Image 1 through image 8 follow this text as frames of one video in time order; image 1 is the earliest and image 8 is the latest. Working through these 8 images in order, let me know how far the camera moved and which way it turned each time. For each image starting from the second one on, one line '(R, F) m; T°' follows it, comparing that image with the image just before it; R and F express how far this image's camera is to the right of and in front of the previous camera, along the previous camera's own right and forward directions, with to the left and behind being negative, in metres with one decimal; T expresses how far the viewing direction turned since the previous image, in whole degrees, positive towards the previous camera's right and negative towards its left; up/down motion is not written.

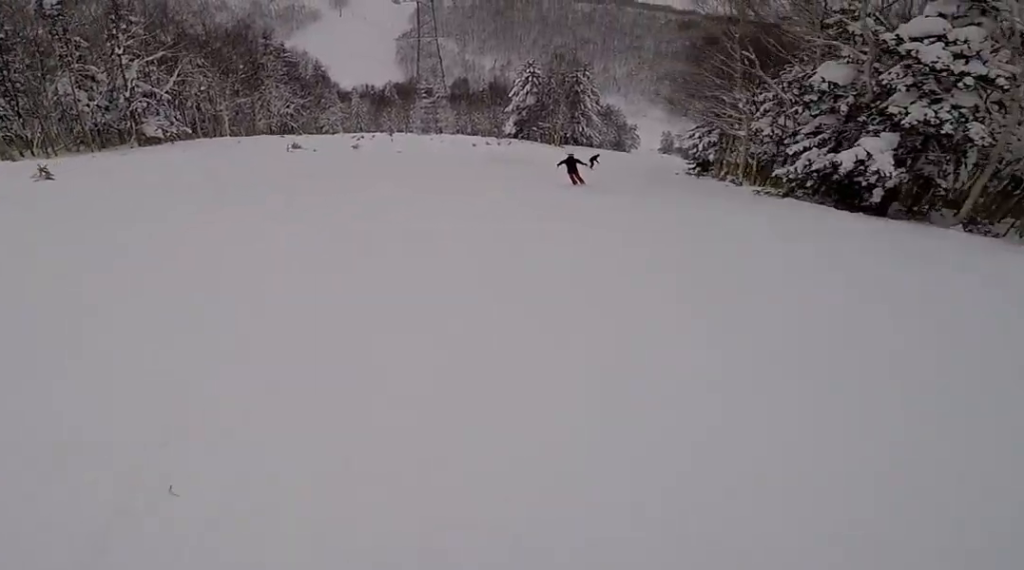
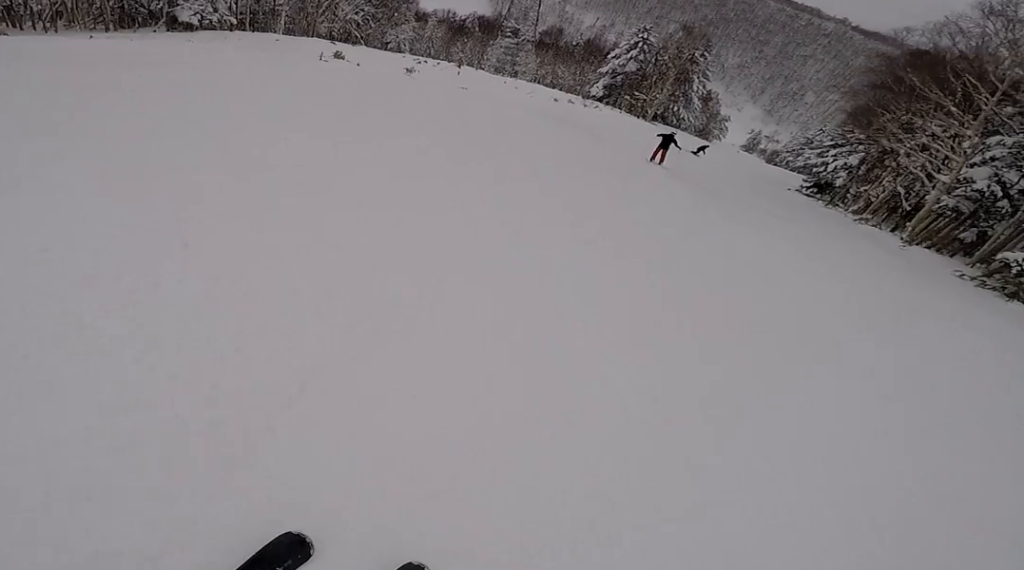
(+0.3, +5.9) m; +4°
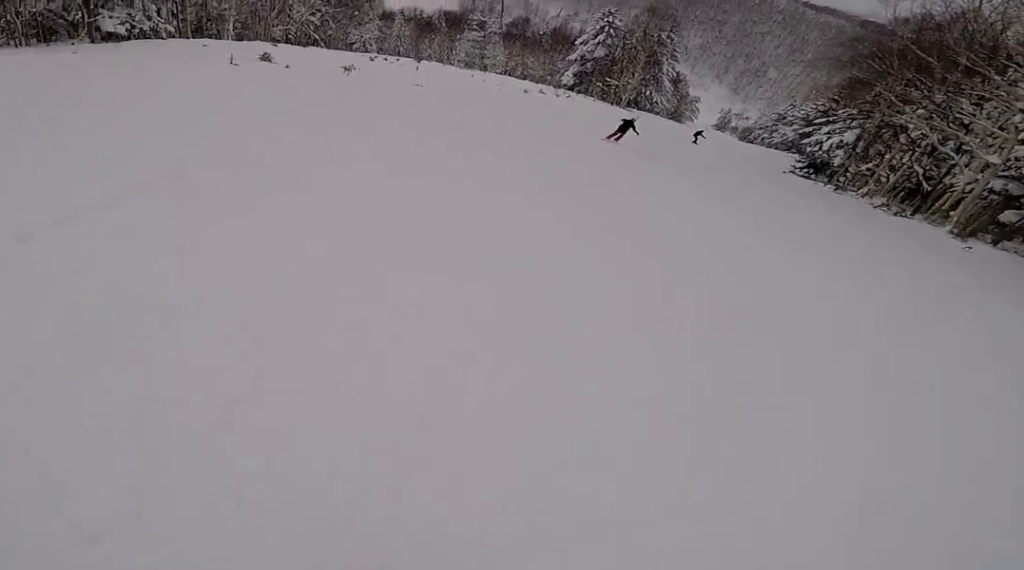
(+0.3, +3.9) m; +3°
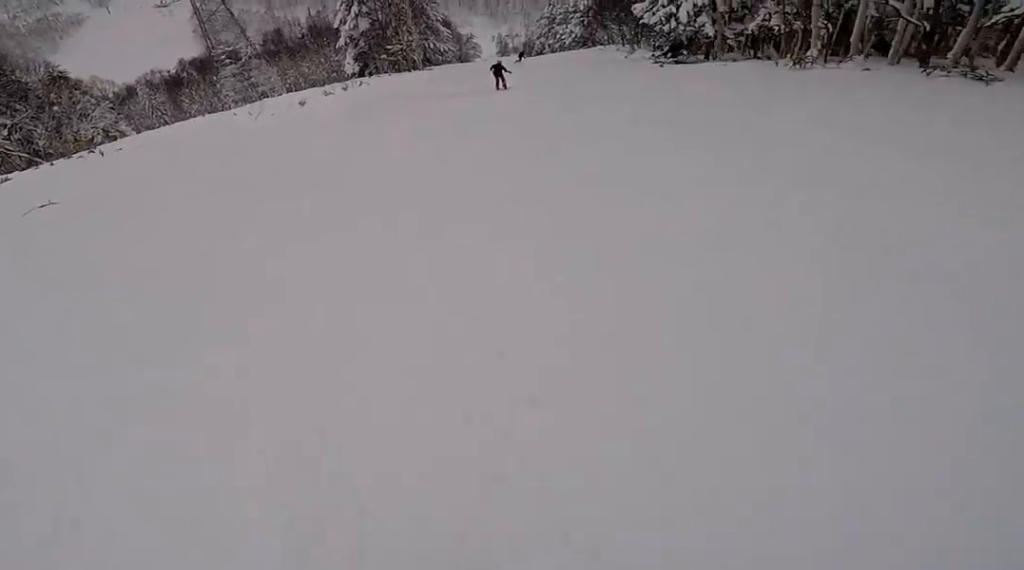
(+0.1, +11.2) m; +1°
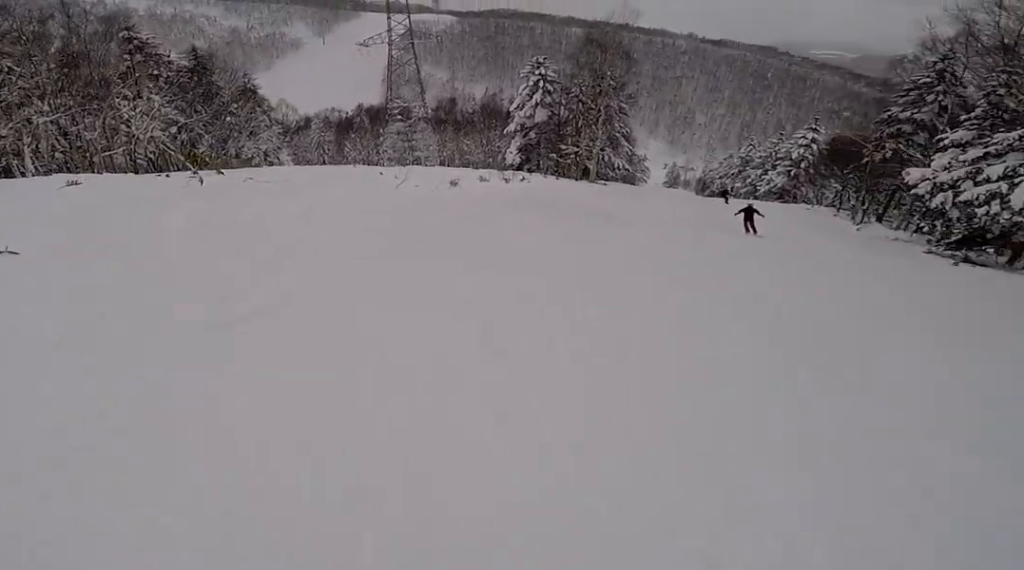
(0.0, +5.1) m; 0°
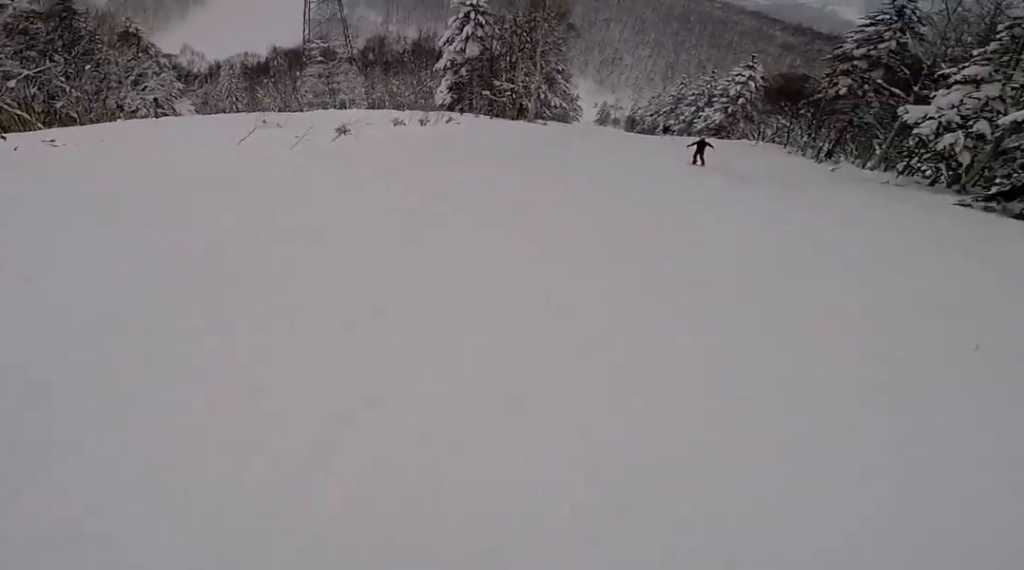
(0.0, +6.5) m; +2°
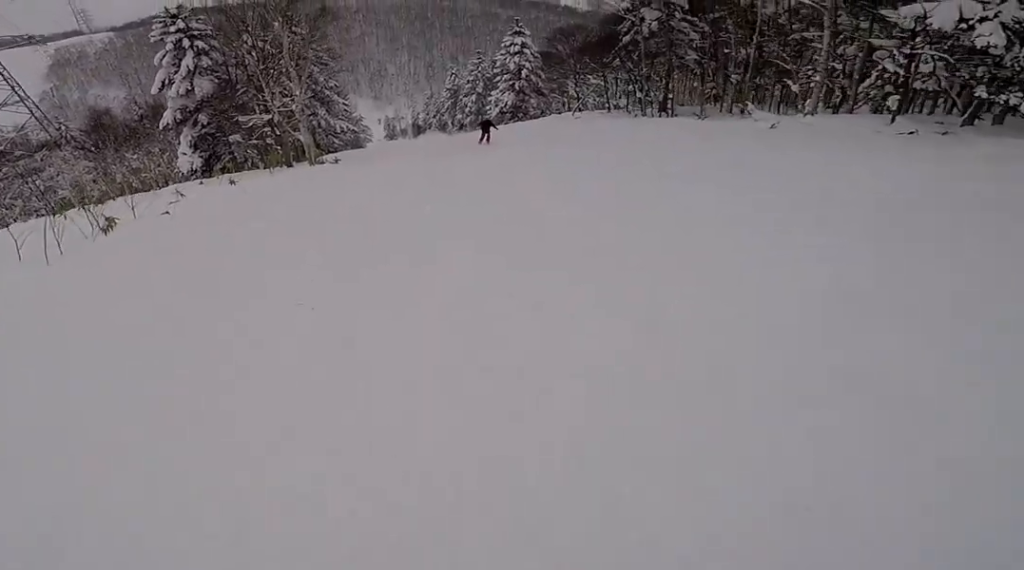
(+1.3, +13.6) m; +13°
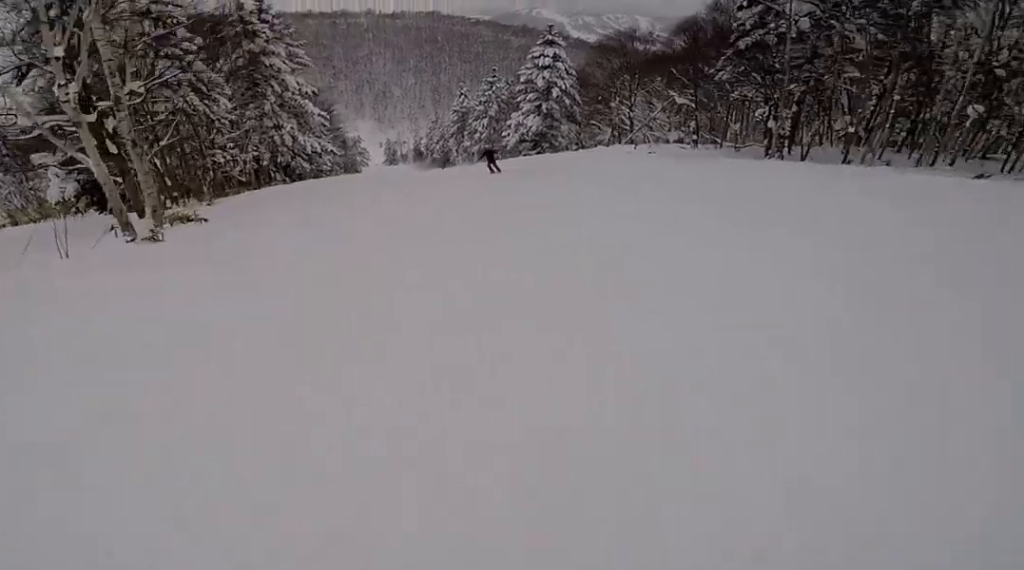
(+1.2, +13.2) m; +3°
